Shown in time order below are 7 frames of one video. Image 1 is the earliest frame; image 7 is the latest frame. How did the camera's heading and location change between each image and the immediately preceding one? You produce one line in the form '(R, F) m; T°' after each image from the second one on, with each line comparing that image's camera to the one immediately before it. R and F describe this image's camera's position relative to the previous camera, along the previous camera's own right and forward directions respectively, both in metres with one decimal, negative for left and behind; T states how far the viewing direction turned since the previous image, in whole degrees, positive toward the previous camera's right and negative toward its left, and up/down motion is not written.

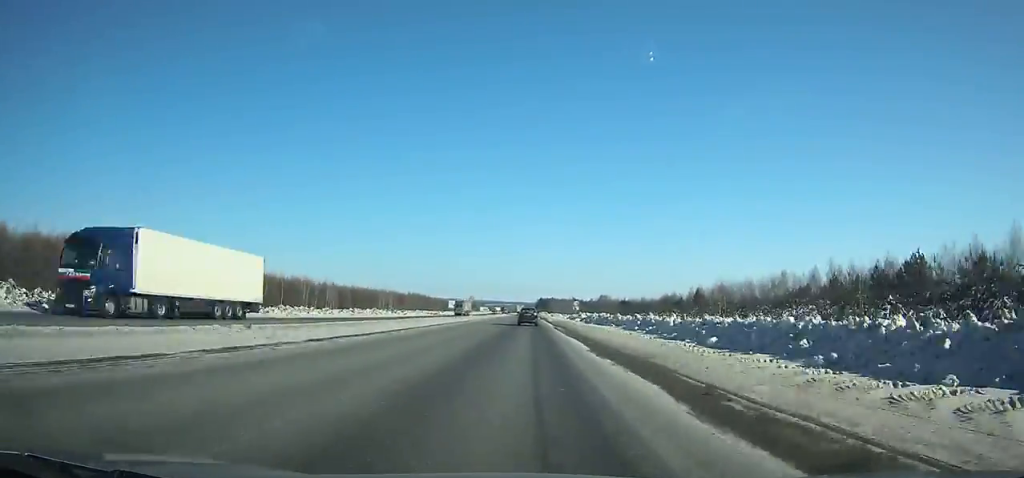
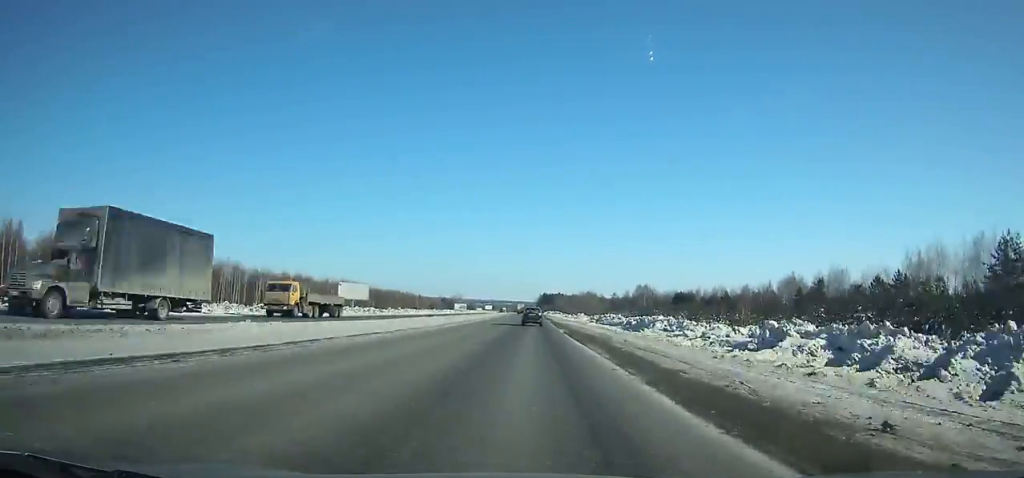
(+0.4, +152.2) m; 0°
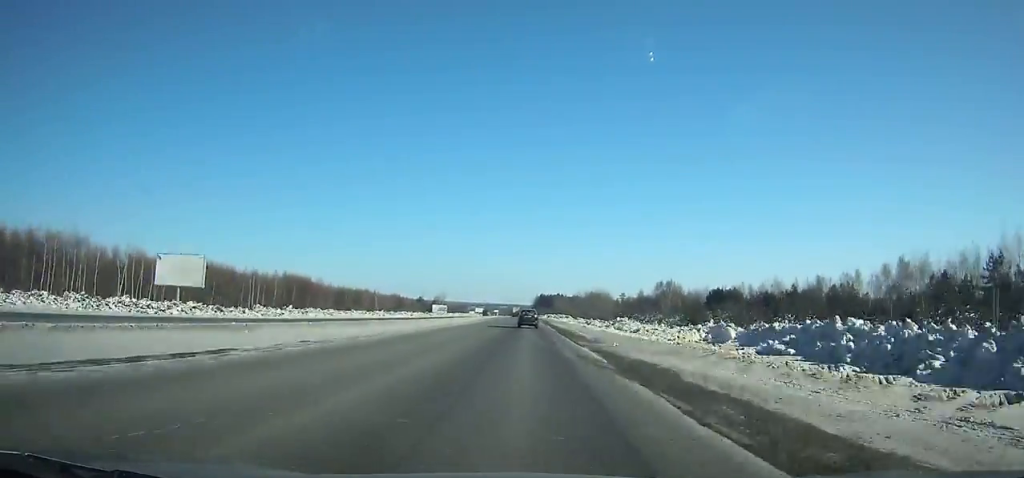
(-0.1, +56.7) m; 0°
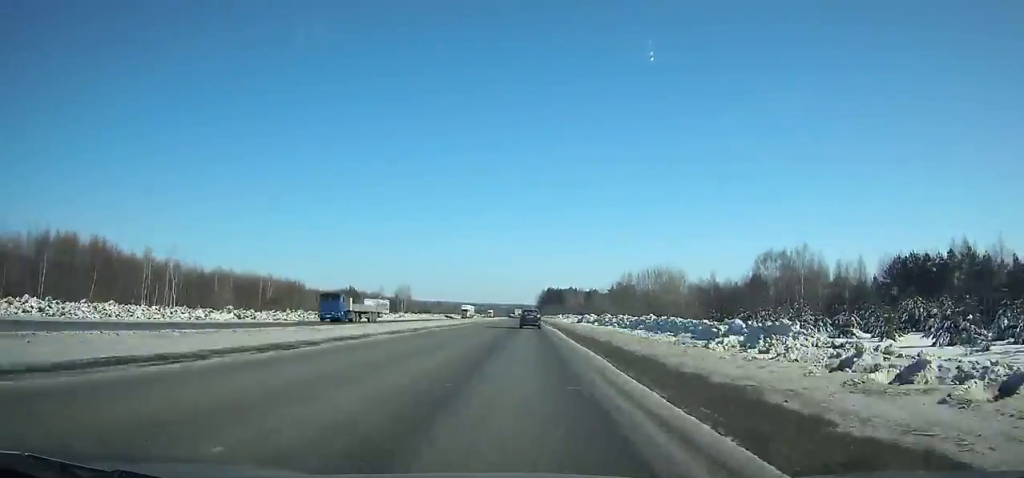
(-0.1, +105.5) m; 0°
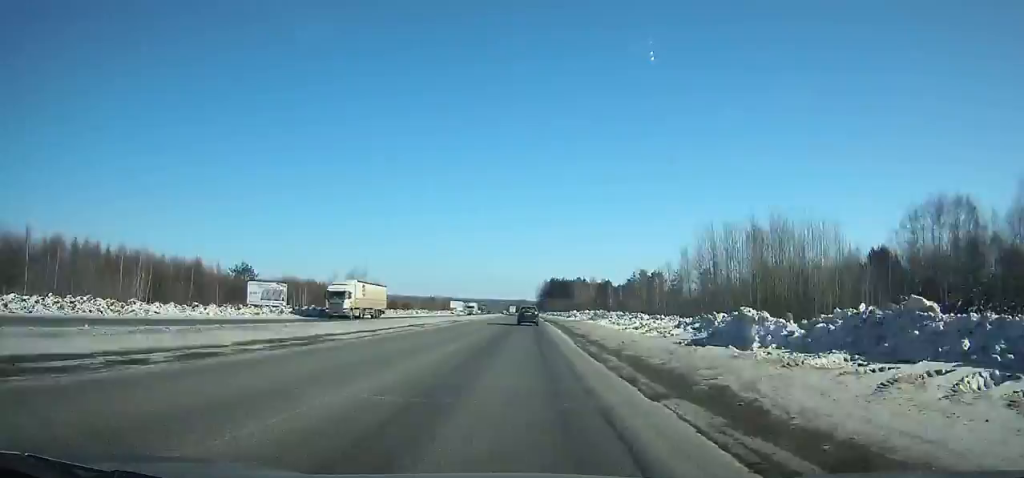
(0.0, +59.9) m; 0°
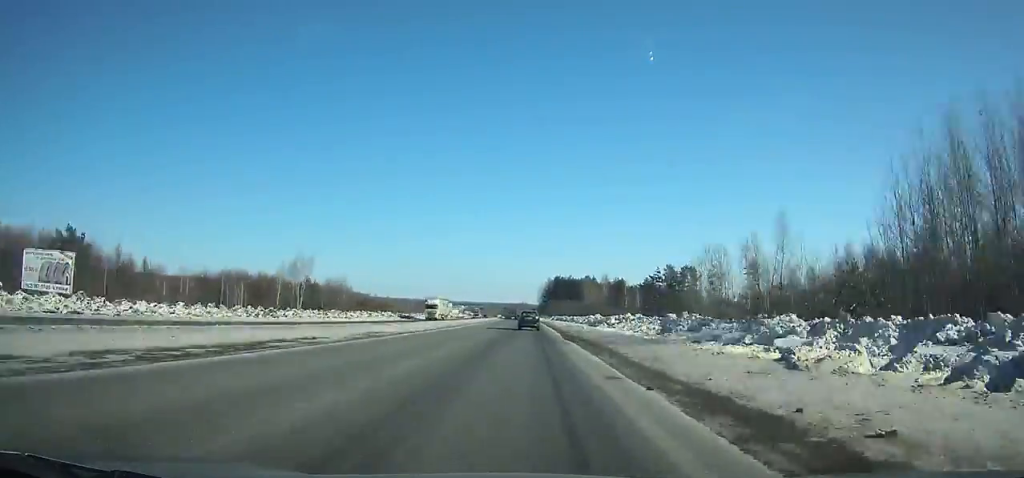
(0.0, +41.9) m; 0°
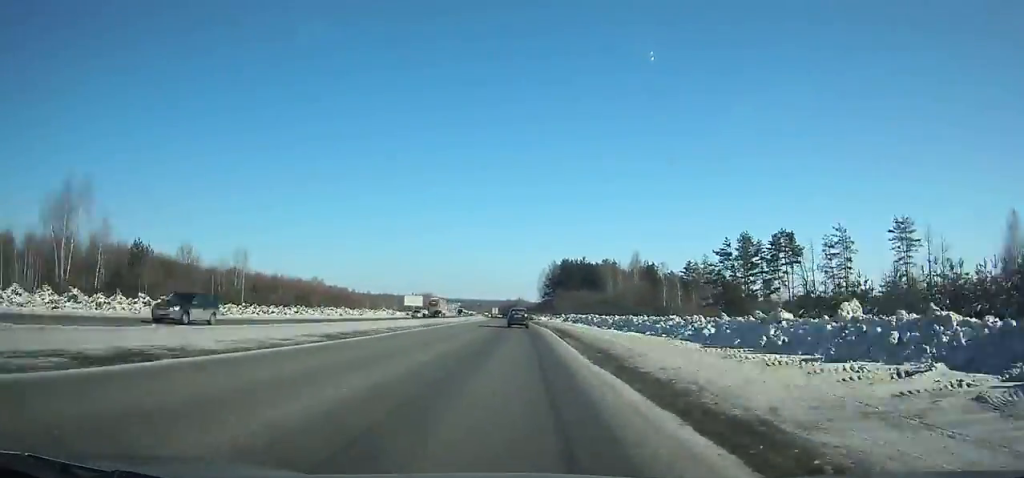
(0.0, +68.0) m; 0°
